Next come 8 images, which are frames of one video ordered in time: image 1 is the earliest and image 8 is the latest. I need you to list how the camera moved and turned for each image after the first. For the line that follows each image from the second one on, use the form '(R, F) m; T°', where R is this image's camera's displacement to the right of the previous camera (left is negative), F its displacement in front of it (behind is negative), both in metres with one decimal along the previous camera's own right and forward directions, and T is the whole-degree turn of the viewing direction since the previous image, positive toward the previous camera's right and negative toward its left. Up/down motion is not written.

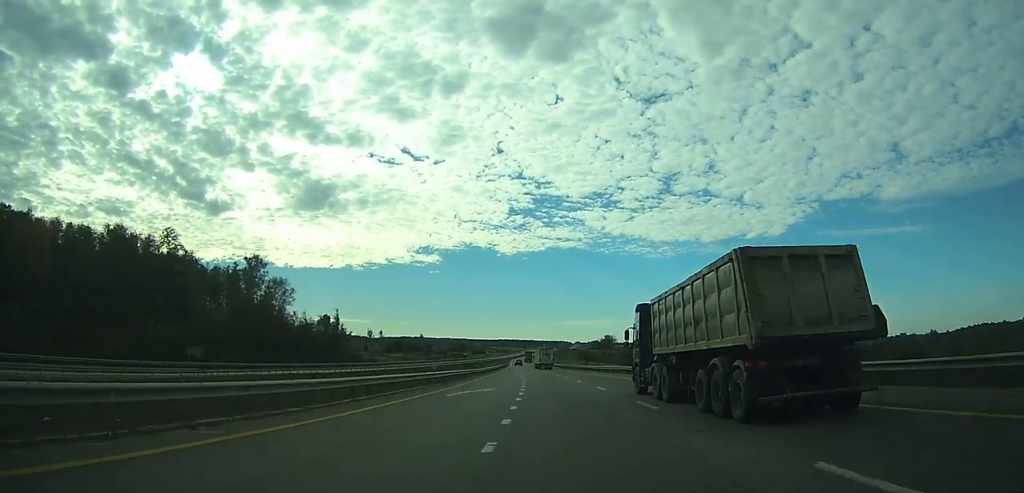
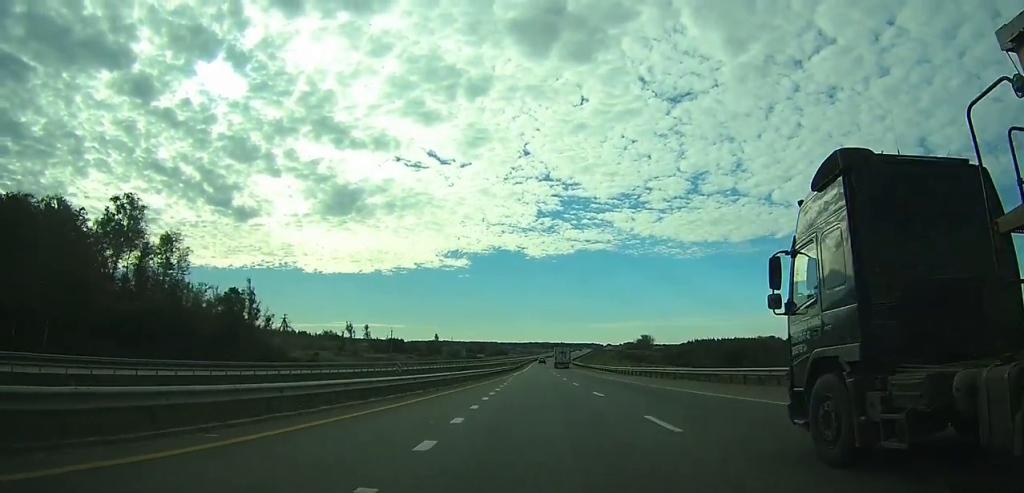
(-1.8, +62.8) m; -3°
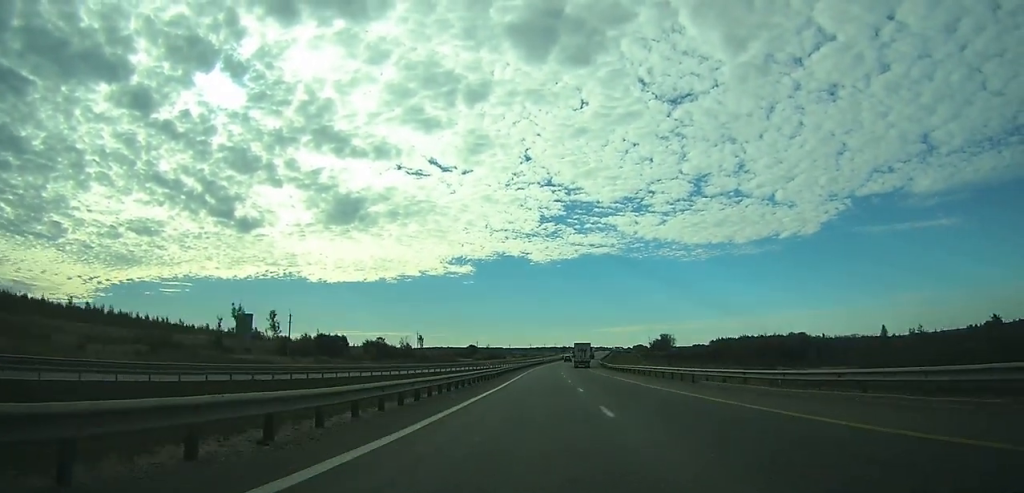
(-1.7, +78.7) m; -1°
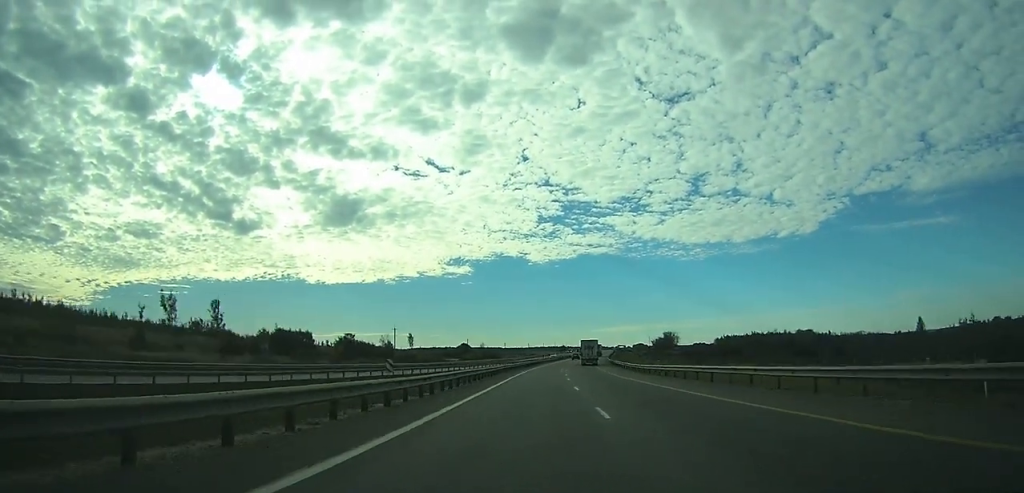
(-0.1, +24.6) m; 0°
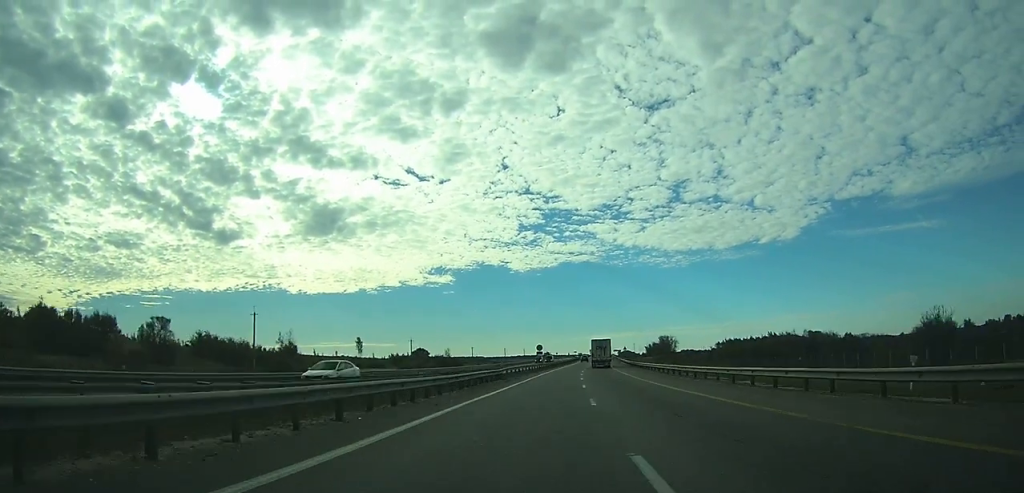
(+0.3, +66.9) m; +1°
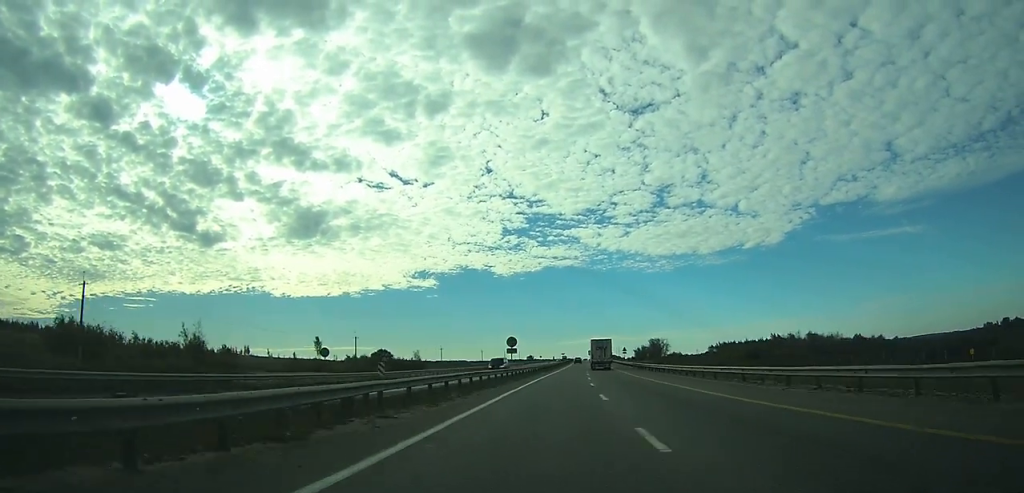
(+0.2, +32.7) m; +1°
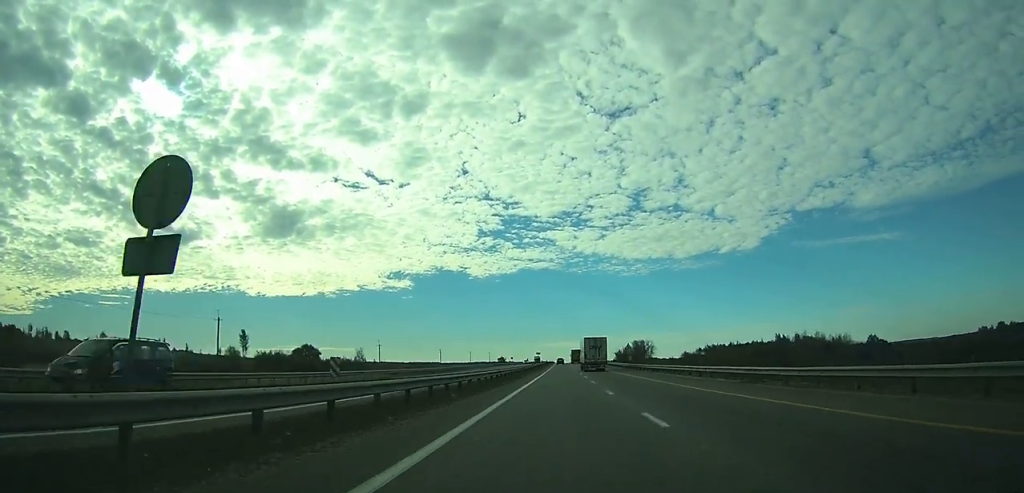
(+0.7, +44.4) m; +2°
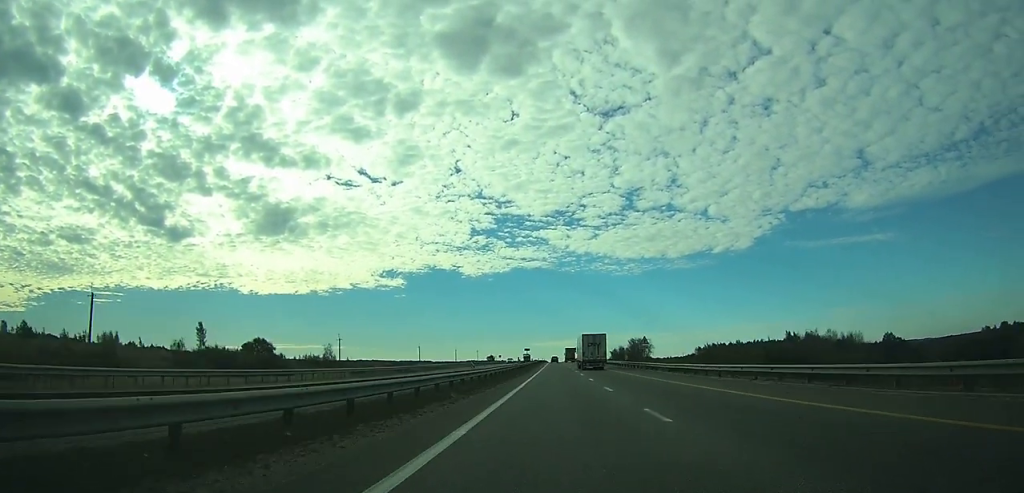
(+0.1, +23.3) m; +1°
